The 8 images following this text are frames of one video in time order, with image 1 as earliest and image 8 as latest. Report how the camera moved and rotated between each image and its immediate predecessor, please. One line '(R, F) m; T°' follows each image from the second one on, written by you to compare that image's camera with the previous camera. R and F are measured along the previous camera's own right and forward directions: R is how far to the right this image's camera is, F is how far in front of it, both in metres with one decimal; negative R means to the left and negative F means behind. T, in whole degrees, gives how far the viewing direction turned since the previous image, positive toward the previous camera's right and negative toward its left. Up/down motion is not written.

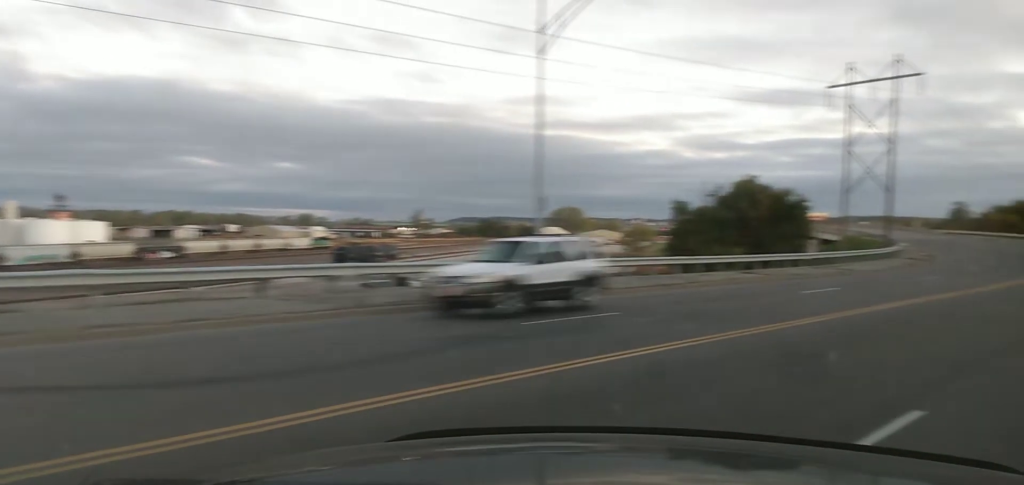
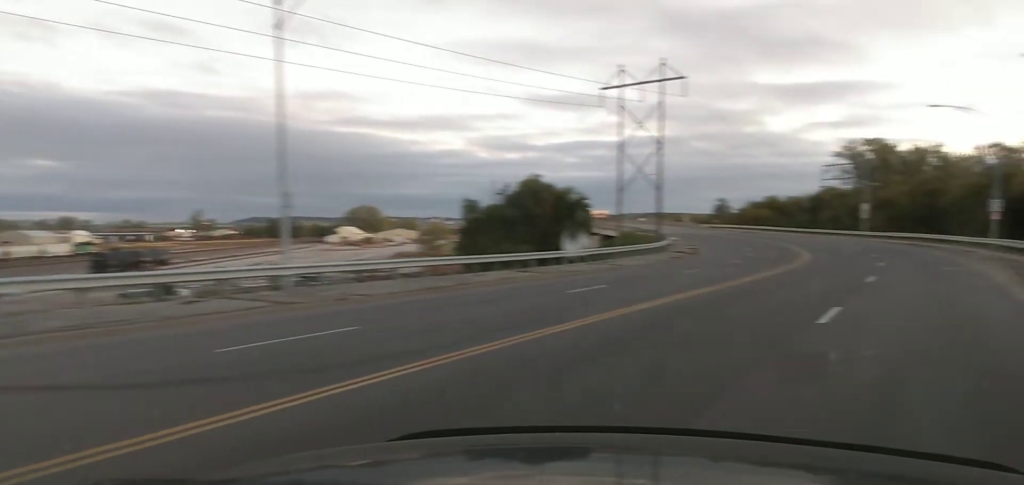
(+0.3, +2.5) m; +14°
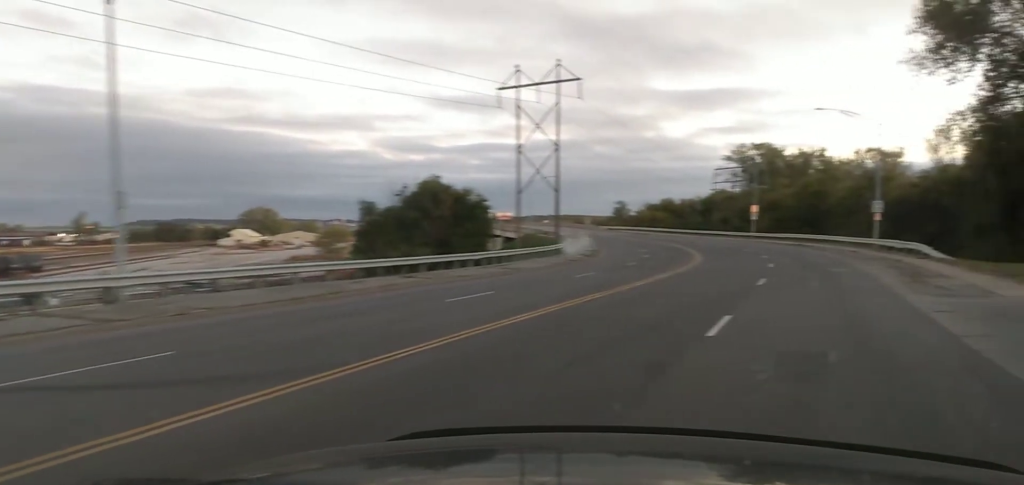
(0.0, +2.1) m; +12°
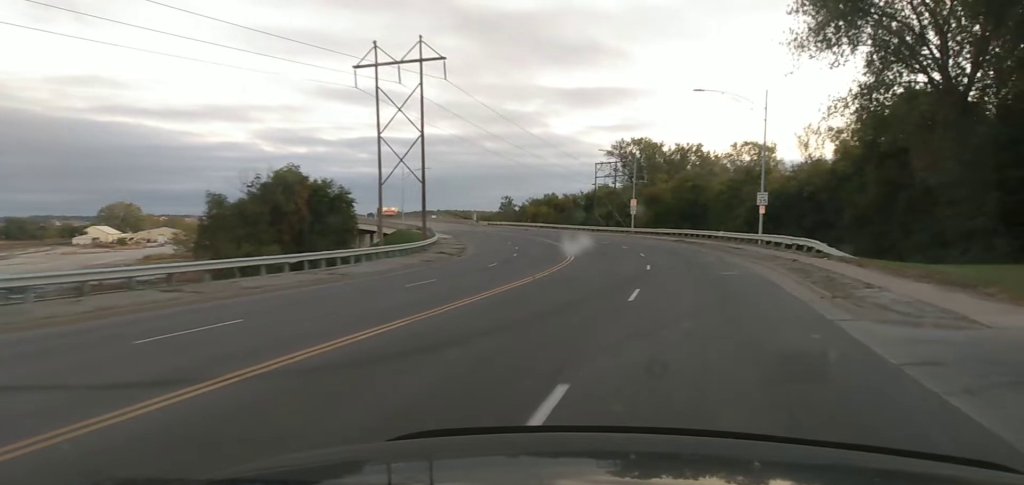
(+1.4, +7.5) m; +9°
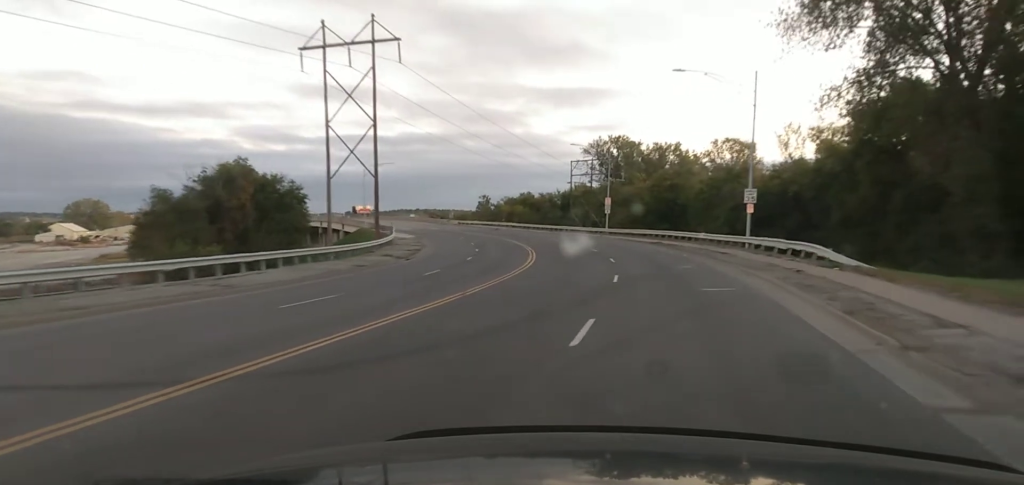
(-0.2, +6.8) m; 0°
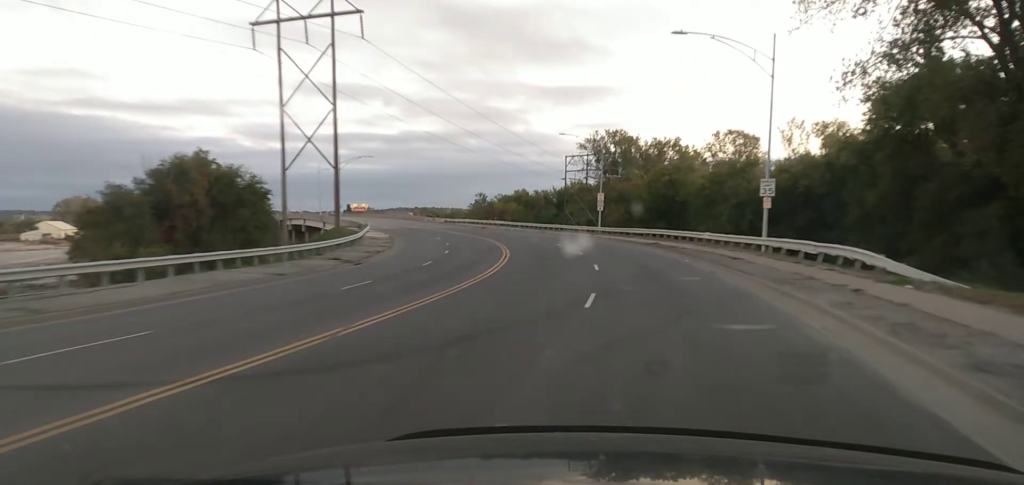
(+0.2, +8.5) m; -1°
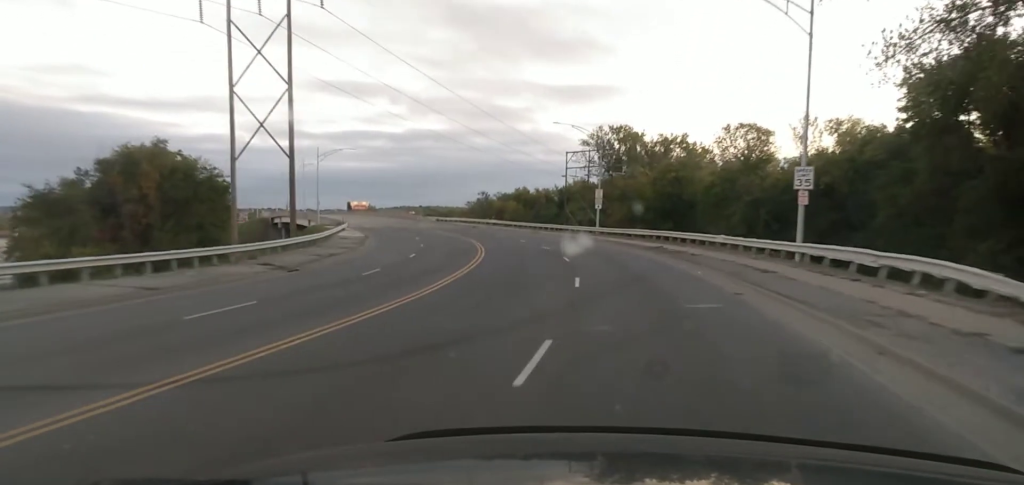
(-0.2, +6.6) m; -3°
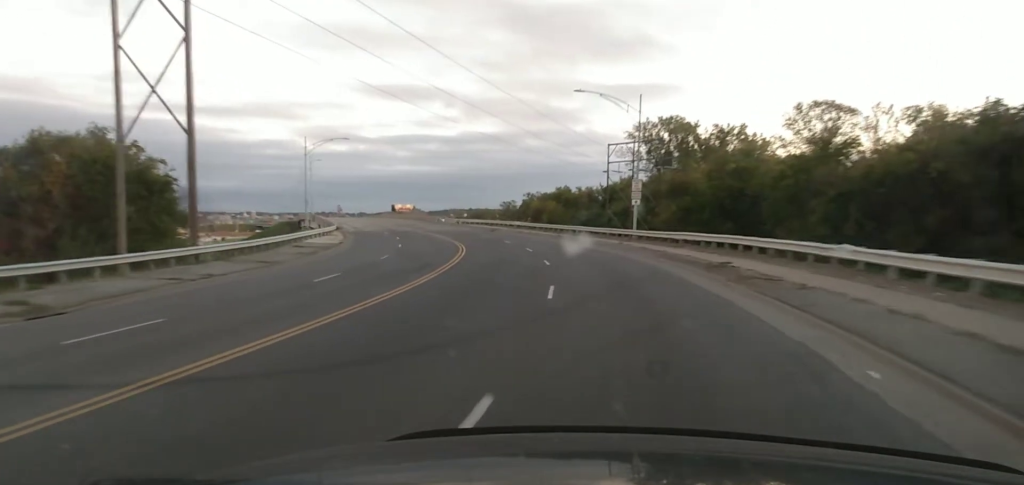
(0.0, +16.2) m; +1°
